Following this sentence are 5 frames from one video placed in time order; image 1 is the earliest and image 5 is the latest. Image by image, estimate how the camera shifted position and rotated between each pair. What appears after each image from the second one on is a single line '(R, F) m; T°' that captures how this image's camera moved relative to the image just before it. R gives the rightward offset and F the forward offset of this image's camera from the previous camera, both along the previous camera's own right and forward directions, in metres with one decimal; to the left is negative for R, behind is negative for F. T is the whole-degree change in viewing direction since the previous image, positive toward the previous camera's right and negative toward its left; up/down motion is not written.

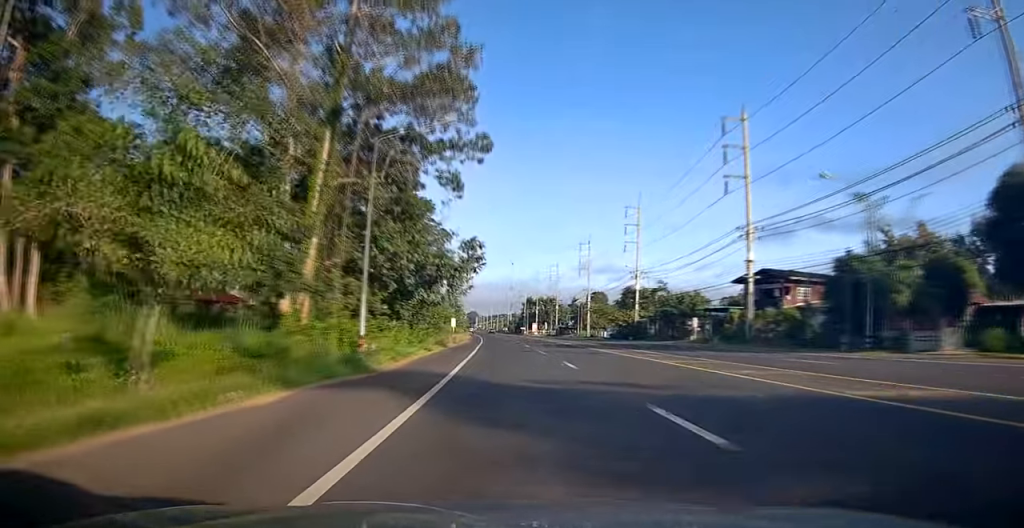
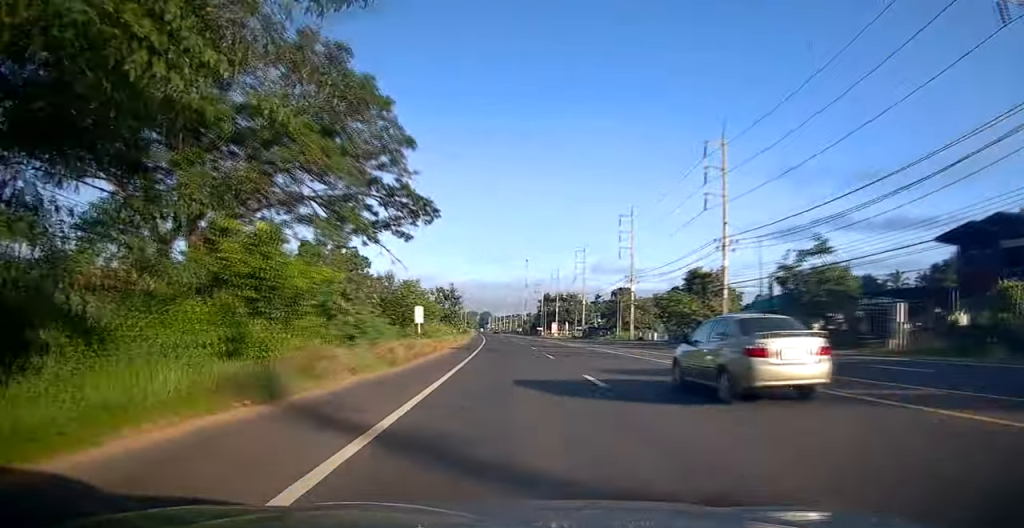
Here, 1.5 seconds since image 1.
(-0.4, +29.5) m; -1°
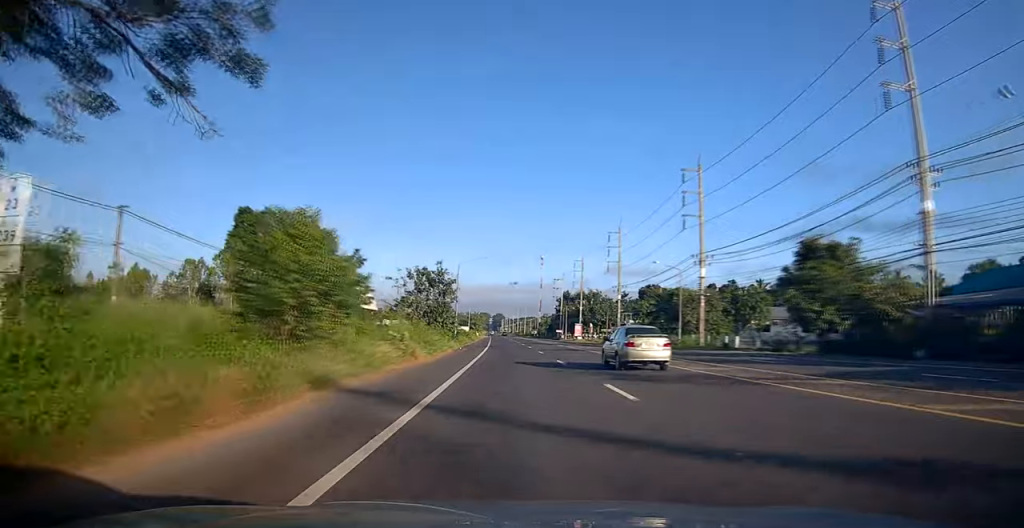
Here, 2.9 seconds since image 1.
(-0.7, +26.3) m; -3°
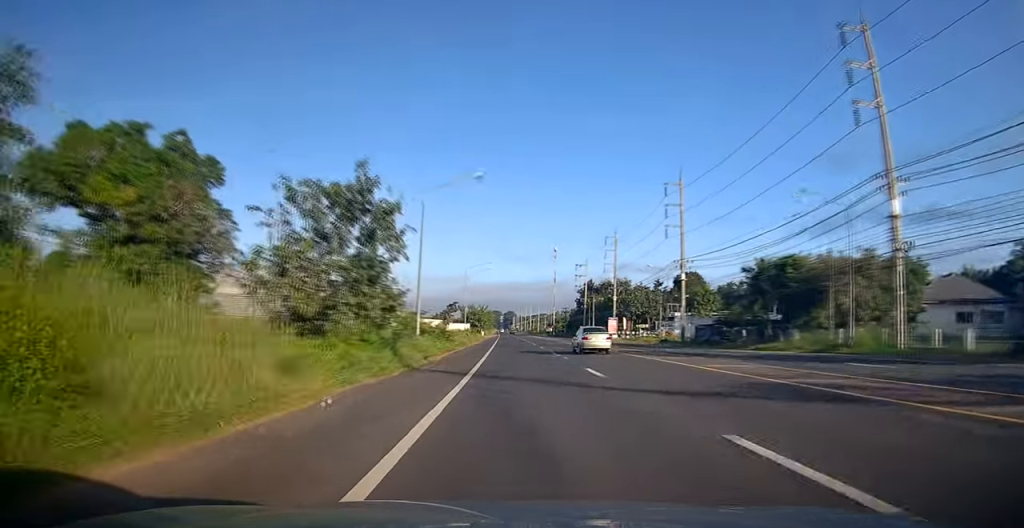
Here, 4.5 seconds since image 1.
(+0.1, +30.9) m; +1°
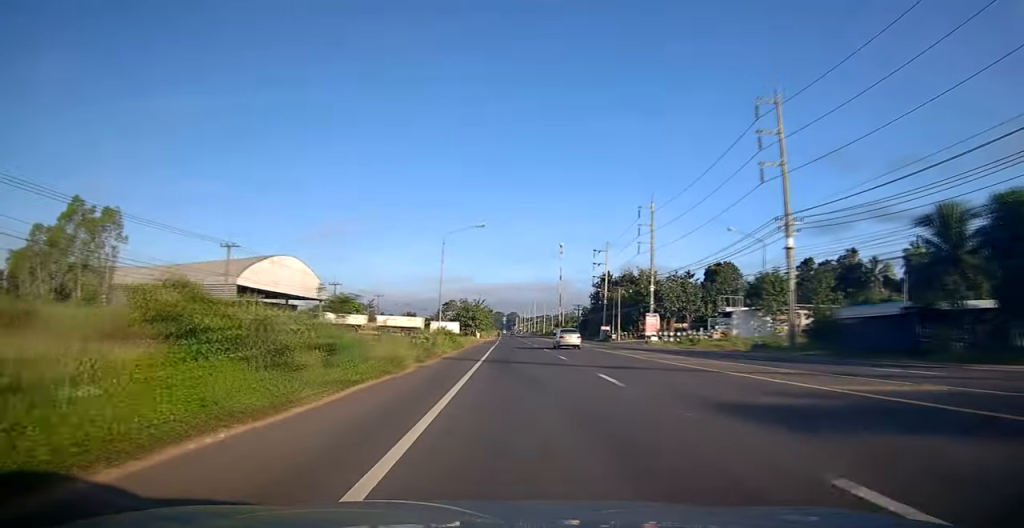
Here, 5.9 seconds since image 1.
(-0.7, +26.3) m; -2°
